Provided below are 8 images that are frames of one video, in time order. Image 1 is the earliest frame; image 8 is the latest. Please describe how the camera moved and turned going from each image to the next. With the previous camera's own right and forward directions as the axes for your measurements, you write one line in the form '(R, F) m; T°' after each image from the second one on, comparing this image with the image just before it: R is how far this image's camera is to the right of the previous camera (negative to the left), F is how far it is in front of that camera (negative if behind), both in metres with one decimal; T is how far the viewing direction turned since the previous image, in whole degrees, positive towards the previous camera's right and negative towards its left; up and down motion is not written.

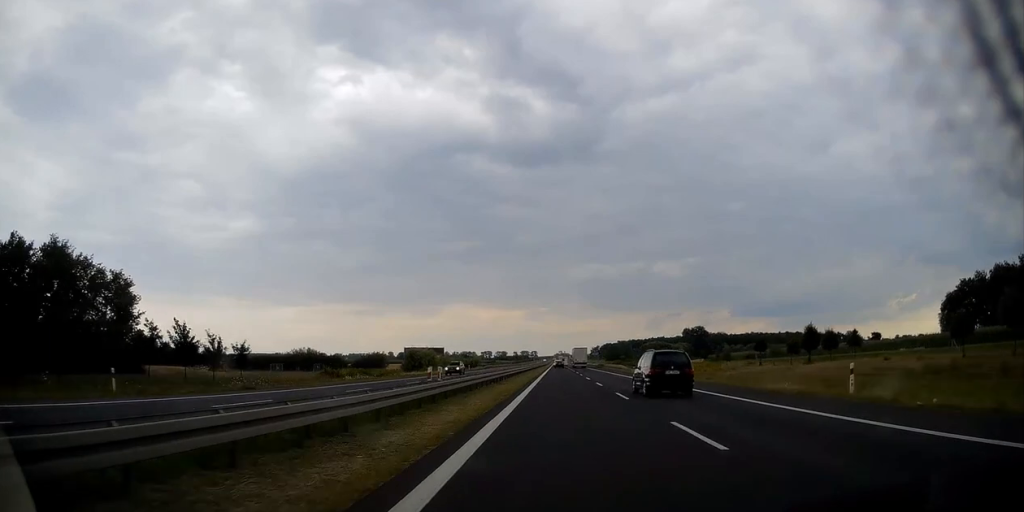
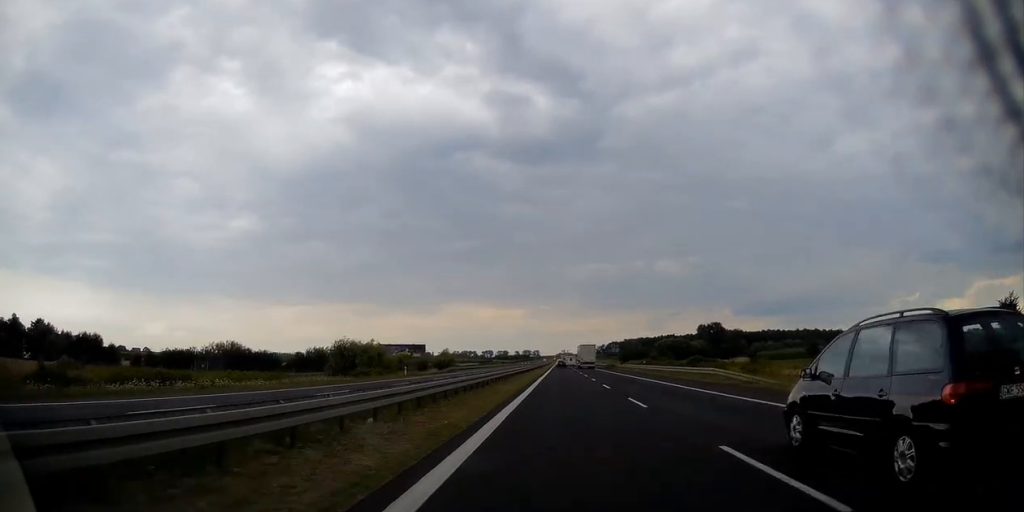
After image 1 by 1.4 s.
(+0.4, +52.3) m; +1°
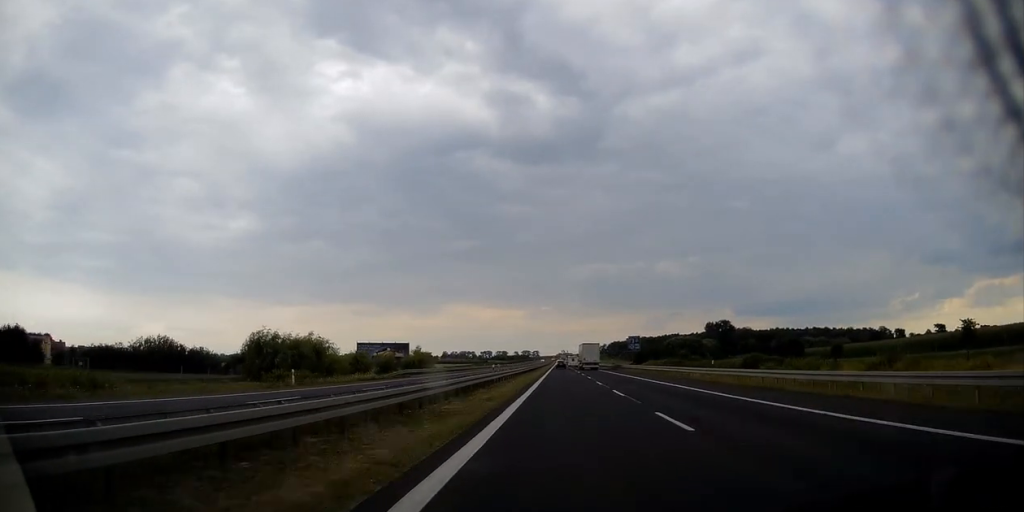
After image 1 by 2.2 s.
(0.0, +29.9) m; 0°
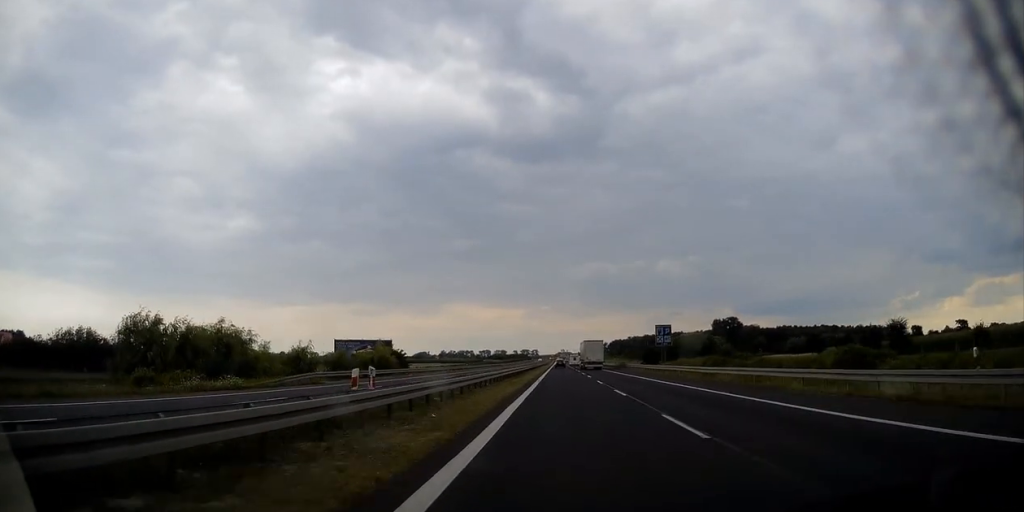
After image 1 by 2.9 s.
(-0.2, +25.0) m; 0°
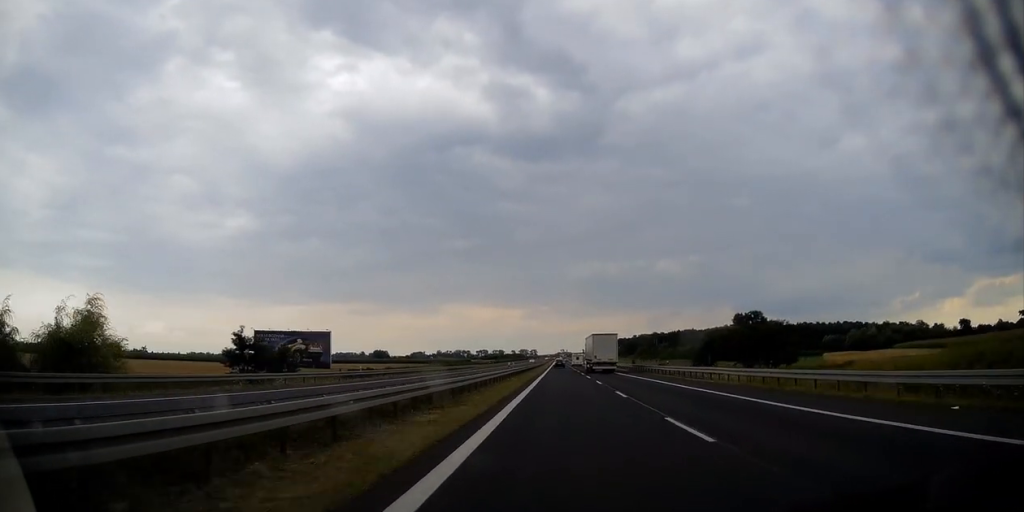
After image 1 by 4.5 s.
(+0.1, +61.1) m; 0°
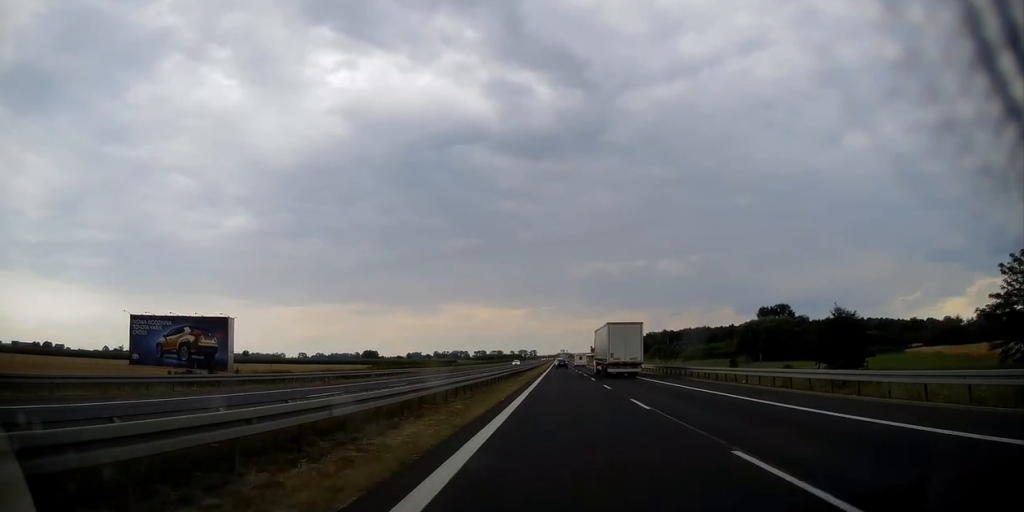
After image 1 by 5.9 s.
(-0.1, +53.5) m; 0°
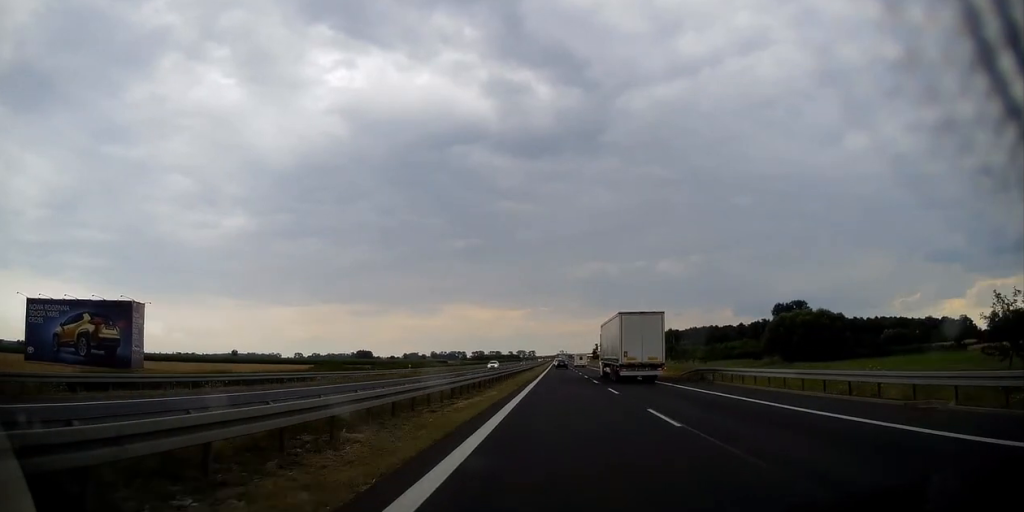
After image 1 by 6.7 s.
(+0.1, +28.6) m; 0°
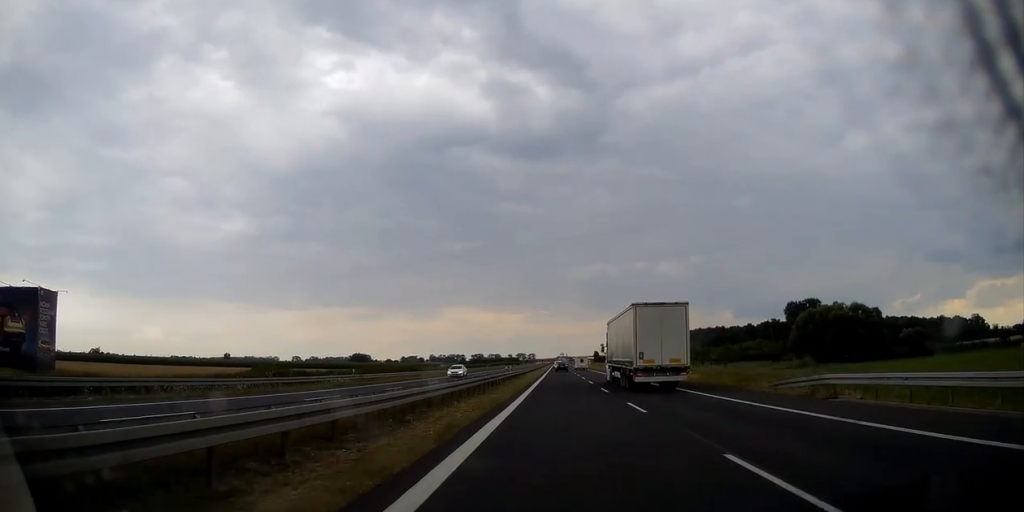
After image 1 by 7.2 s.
(0.0, +19.8) m; 0°
